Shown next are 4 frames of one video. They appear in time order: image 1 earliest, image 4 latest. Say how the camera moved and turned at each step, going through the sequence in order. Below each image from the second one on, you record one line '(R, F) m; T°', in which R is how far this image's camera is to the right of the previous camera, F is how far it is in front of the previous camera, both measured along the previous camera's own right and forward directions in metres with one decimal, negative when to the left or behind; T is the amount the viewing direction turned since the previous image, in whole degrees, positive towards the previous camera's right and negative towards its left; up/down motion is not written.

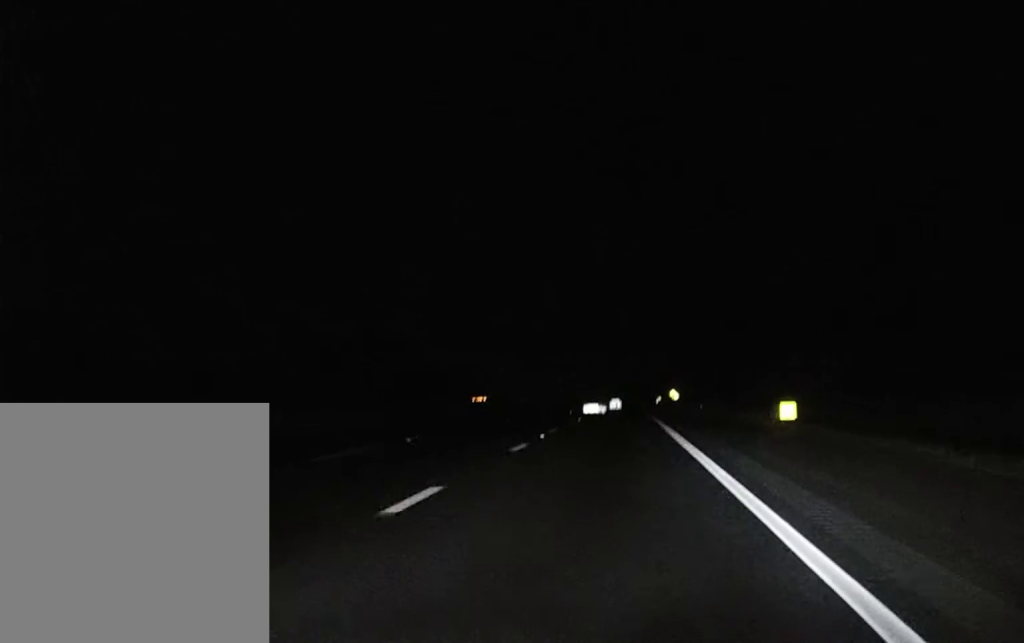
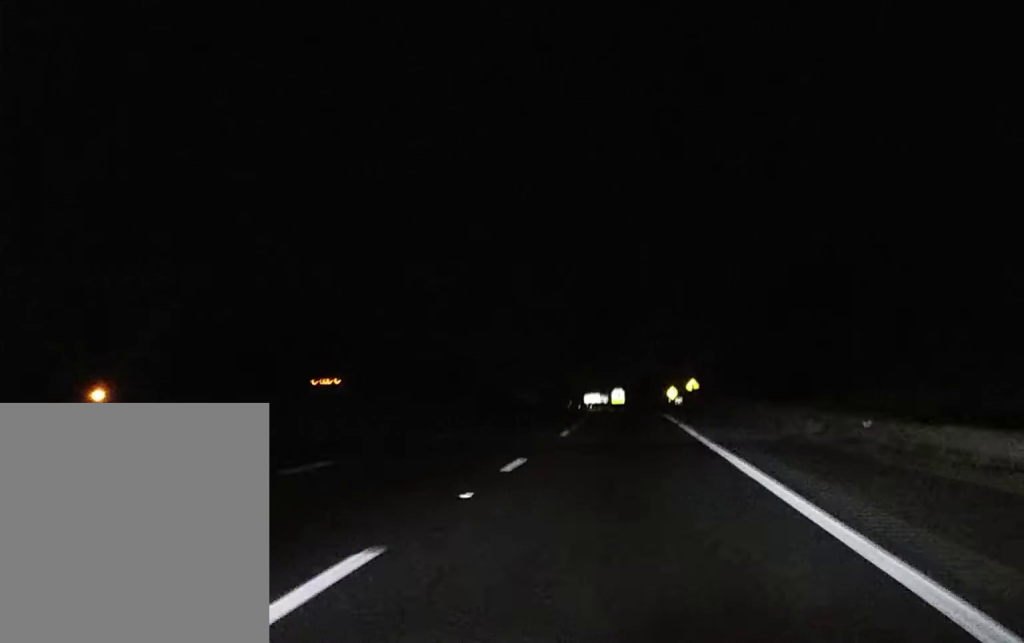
(+0.1, +36.0) m; +1°
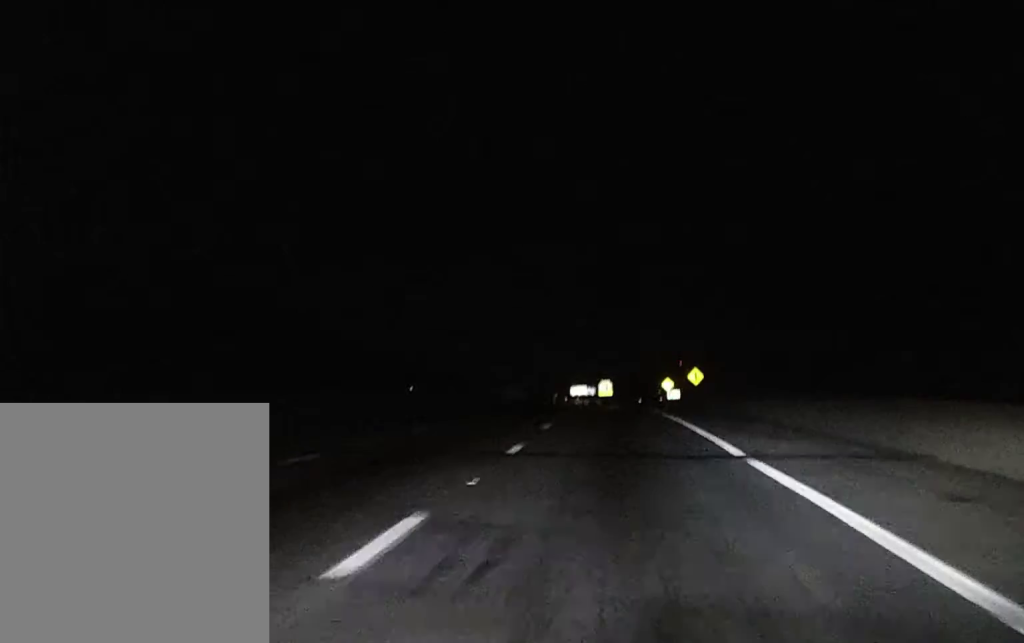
(+0.1, +17.1) m; 0°
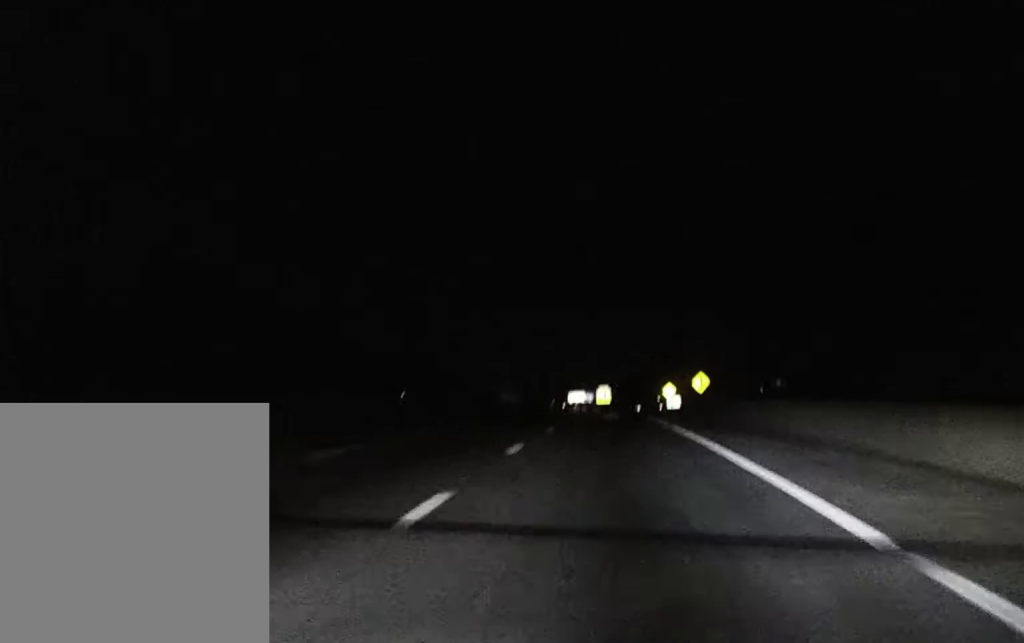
(0.0, +7.6) m; 0°
